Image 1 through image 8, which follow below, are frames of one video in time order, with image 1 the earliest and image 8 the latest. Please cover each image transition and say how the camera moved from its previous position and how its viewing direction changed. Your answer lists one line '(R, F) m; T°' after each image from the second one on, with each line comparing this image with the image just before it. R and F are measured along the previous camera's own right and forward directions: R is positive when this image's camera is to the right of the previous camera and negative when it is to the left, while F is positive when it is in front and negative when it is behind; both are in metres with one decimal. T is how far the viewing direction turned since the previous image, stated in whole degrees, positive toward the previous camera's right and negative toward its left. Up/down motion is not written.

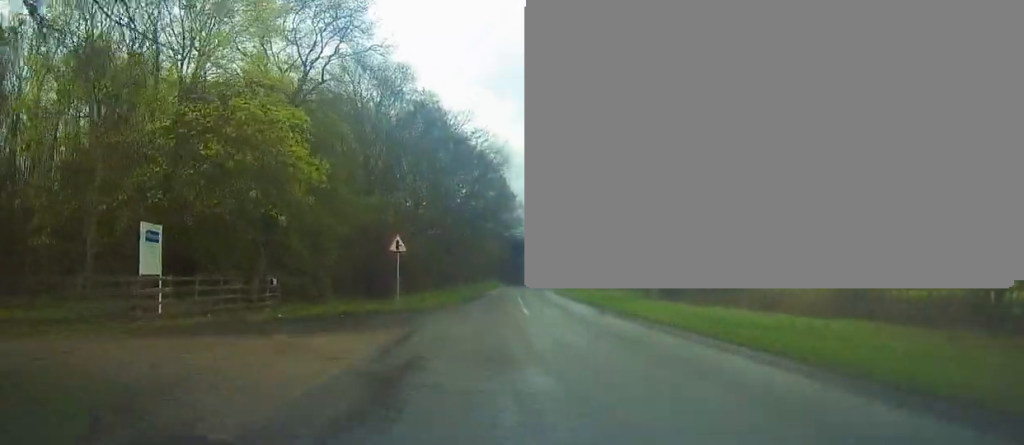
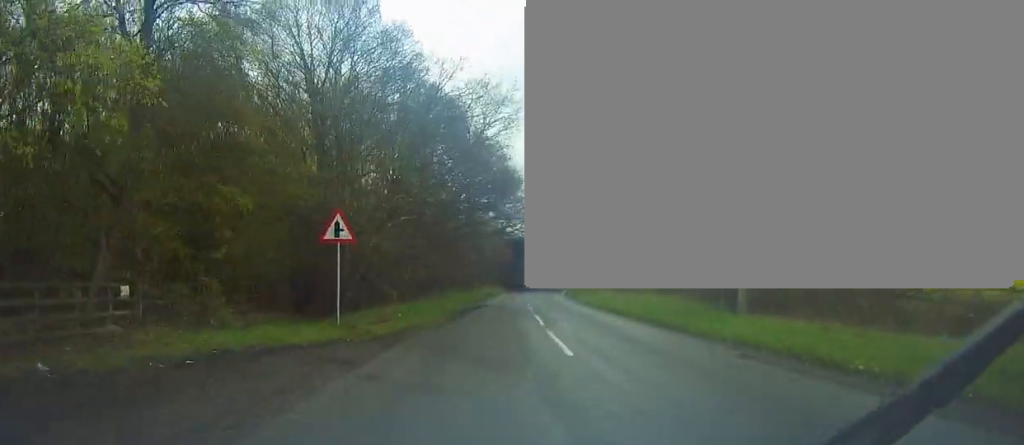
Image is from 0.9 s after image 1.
(-0.2, +12.3) m; +1°
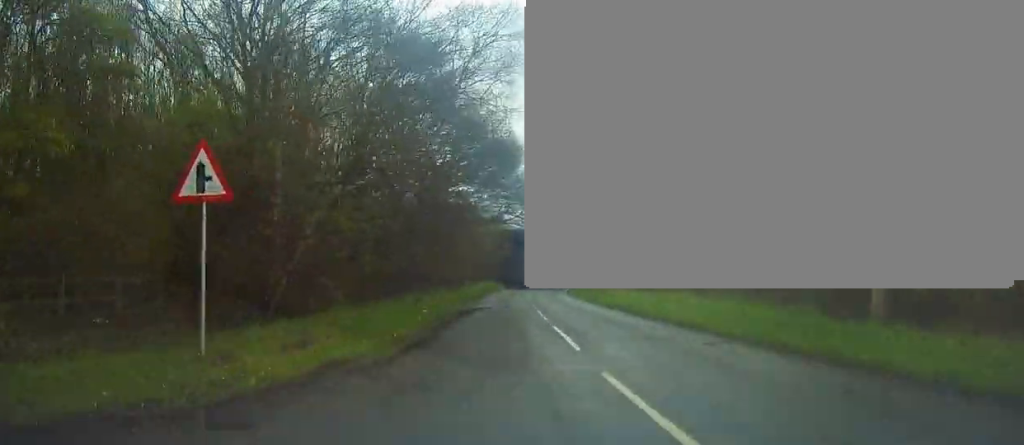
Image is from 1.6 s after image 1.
(+0.3, +8.9) m; +1°
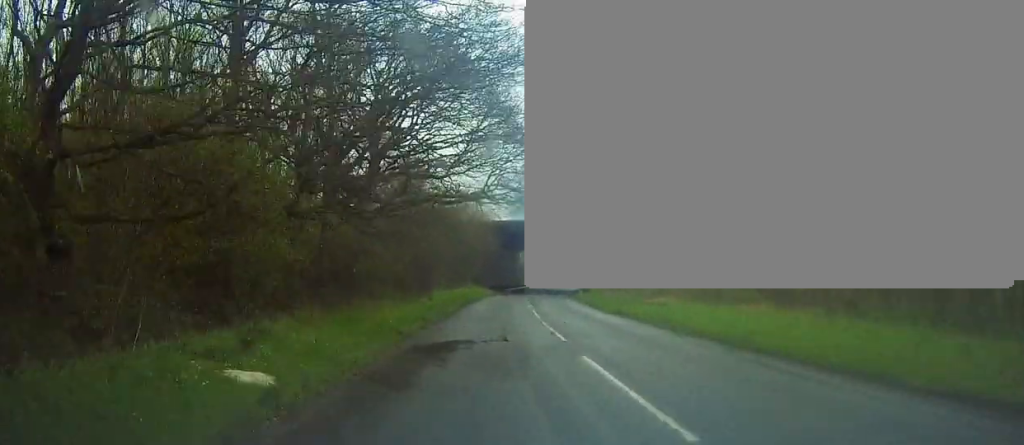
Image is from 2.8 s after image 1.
(+0.3, +15.7) m; +1°
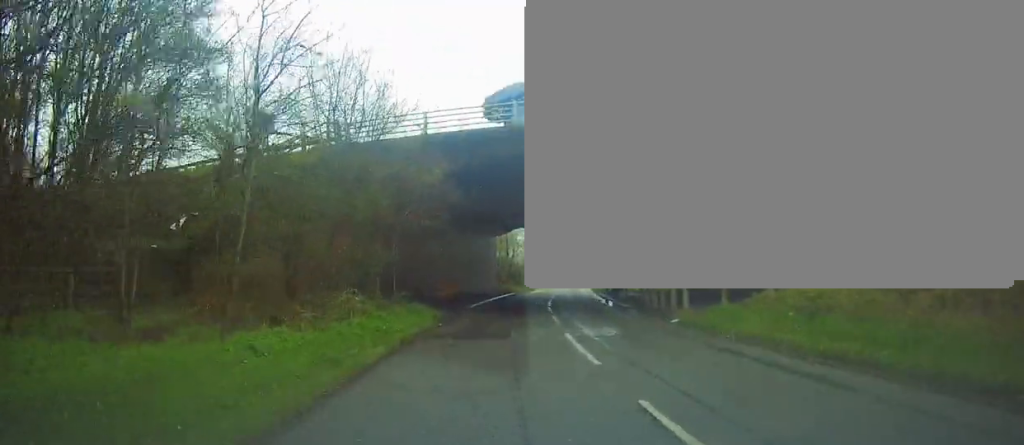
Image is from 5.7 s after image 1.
(+0.1, +40.8) m; +2°
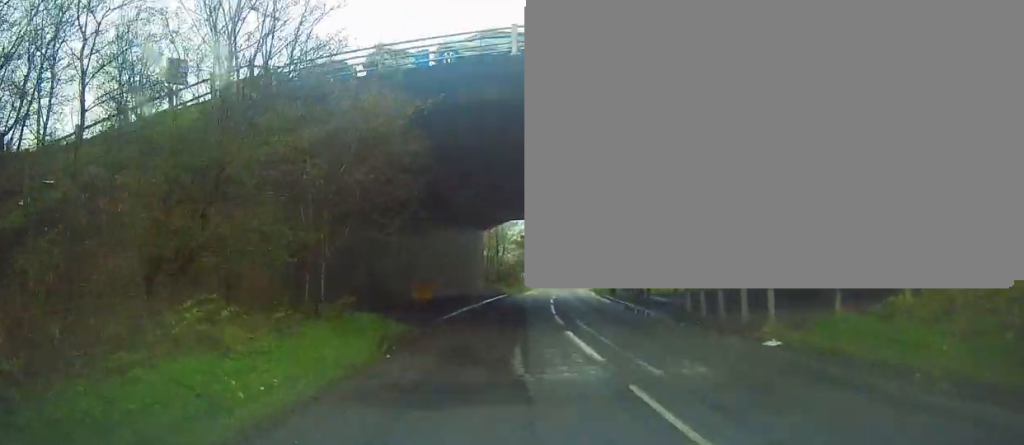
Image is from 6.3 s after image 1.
(+0.1, +8.0) m; +1°
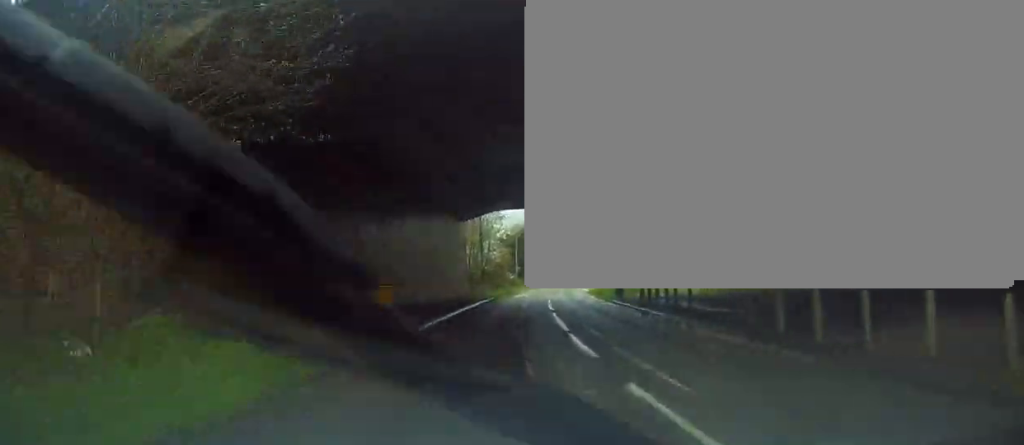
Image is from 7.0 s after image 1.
(+0.2, +8.5) m; +1°
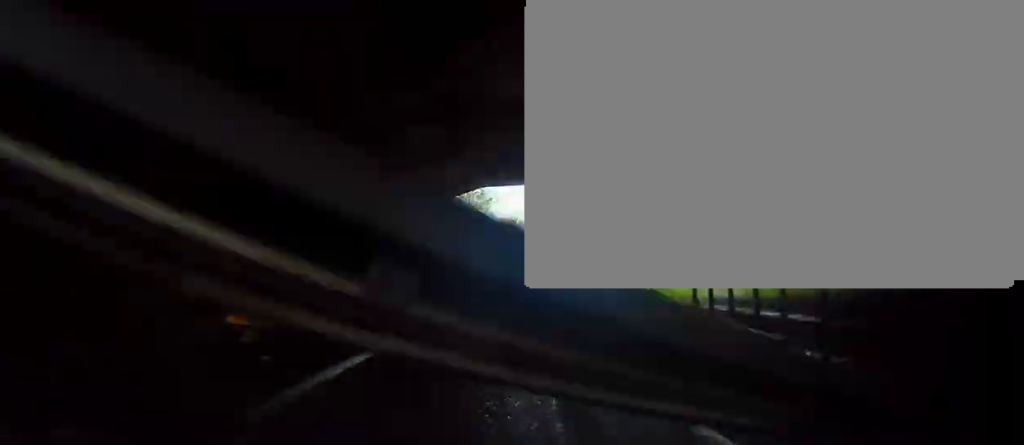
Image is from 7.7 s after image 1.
(-0.1, +10.1) m; 0°
